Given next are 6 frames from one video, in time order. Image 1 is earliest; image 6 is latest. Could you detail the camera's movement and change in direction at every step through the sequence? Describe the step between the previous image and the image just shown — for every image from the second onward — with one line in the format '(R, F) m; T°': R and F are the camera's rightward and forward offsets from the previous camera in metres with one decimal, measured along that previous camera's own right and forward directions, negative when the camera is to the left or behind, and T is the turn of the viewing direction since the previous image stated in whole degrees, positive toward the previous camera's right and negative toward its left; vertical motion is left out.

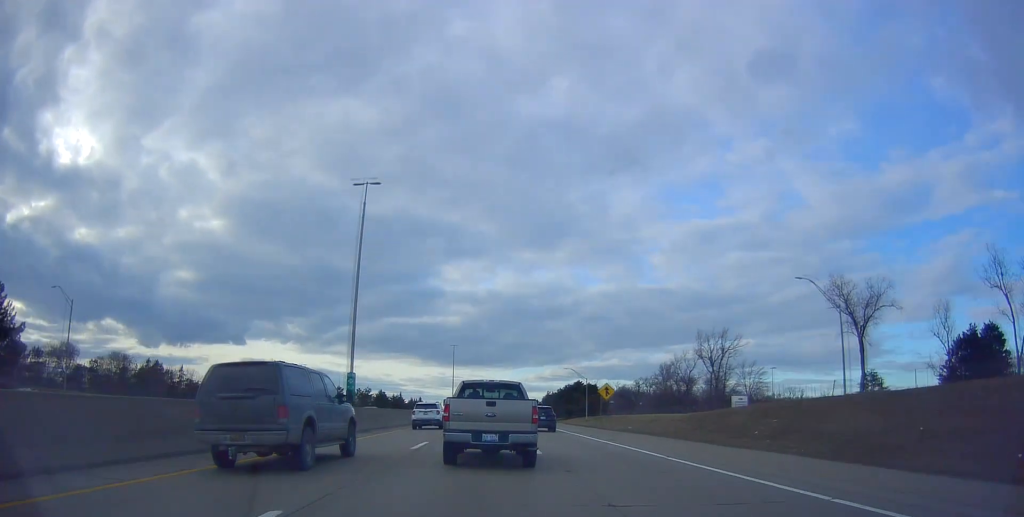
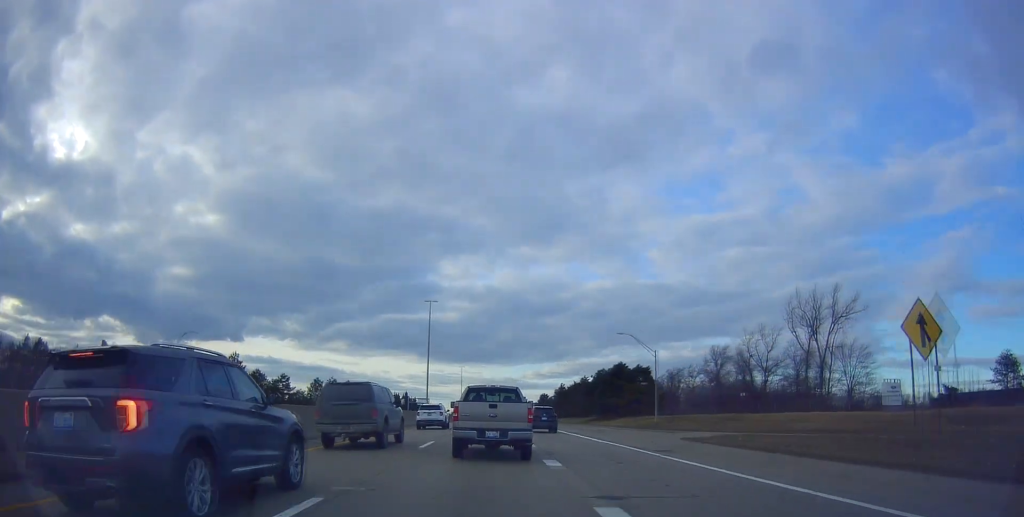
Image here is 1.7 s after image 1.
(+0.7, +44.3) m; 0°
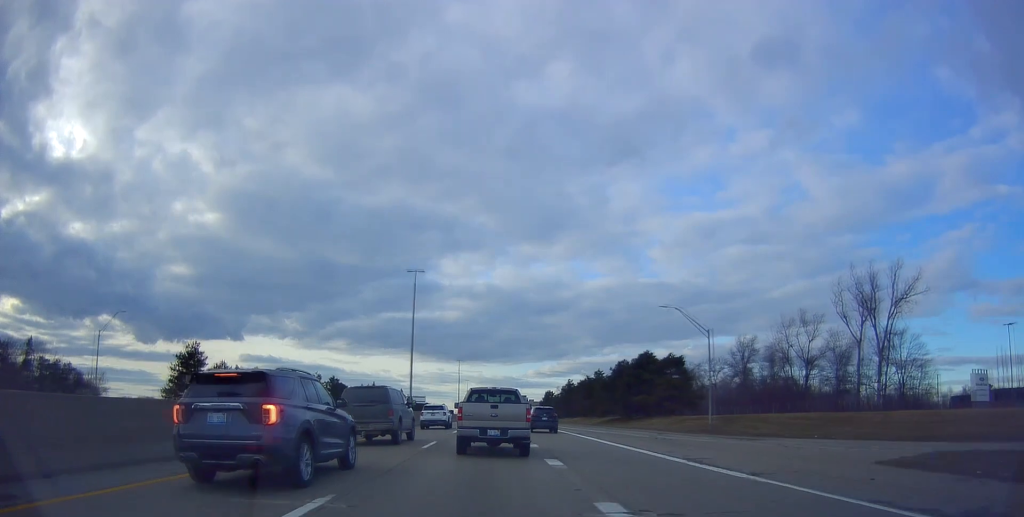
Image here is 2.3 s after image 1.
(-0.3, +14.9) m; 0°
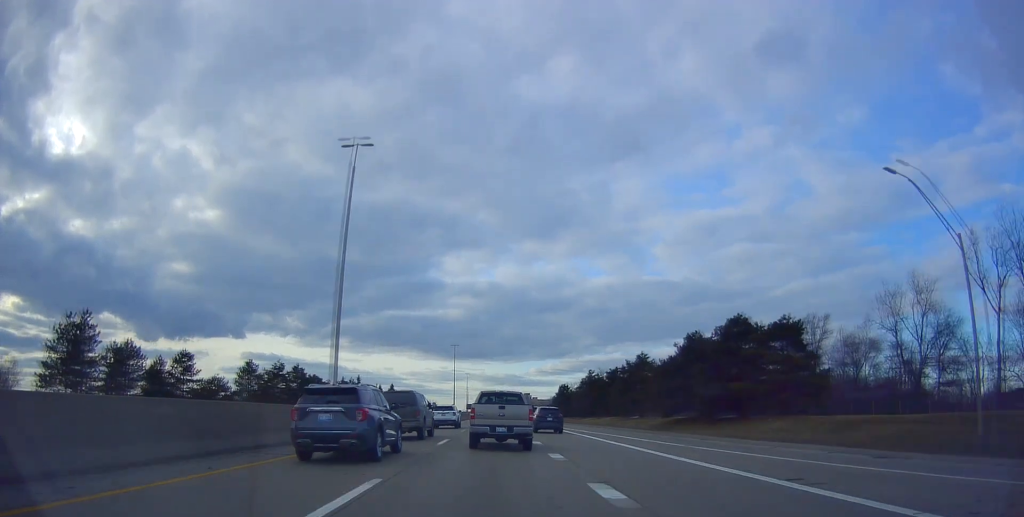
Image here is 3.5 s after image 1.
(+0.2, +27.9) m; +1°
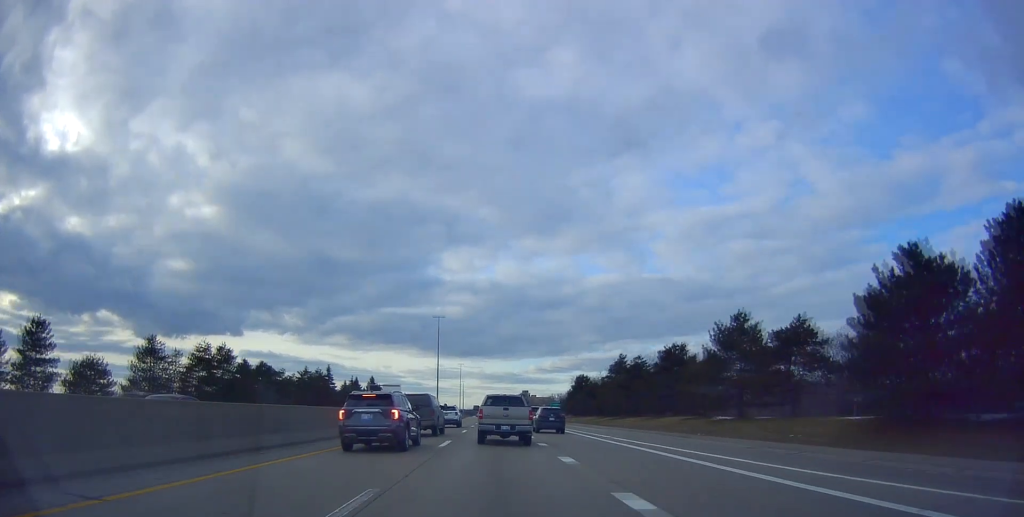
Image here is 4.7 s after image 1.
(-0.2, +31.2) m; -1°
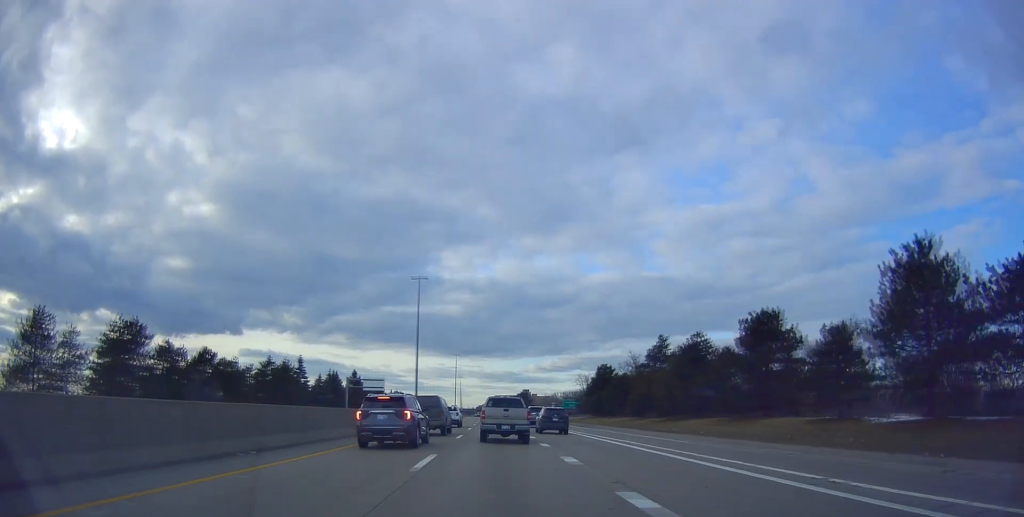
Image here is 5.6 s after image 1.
(-0.2, +22.3) m; -1°
